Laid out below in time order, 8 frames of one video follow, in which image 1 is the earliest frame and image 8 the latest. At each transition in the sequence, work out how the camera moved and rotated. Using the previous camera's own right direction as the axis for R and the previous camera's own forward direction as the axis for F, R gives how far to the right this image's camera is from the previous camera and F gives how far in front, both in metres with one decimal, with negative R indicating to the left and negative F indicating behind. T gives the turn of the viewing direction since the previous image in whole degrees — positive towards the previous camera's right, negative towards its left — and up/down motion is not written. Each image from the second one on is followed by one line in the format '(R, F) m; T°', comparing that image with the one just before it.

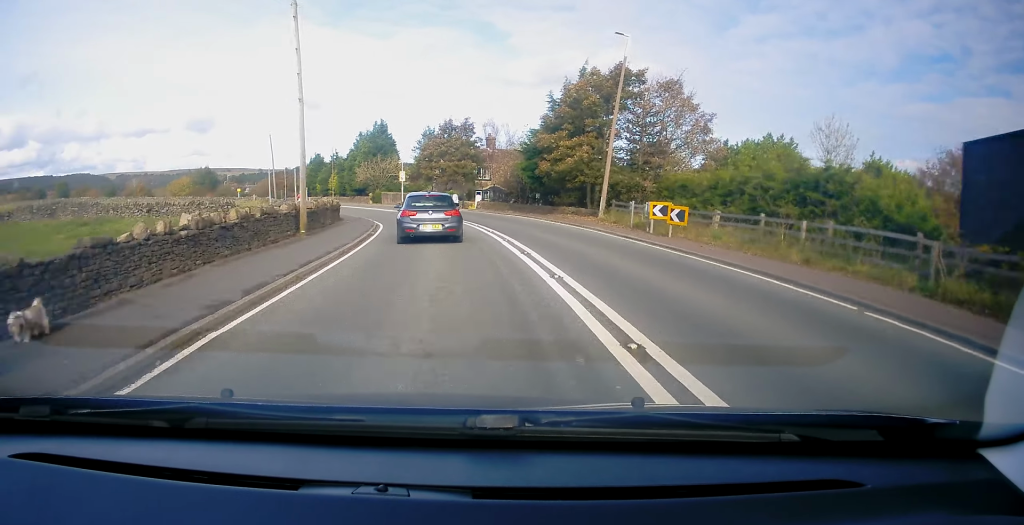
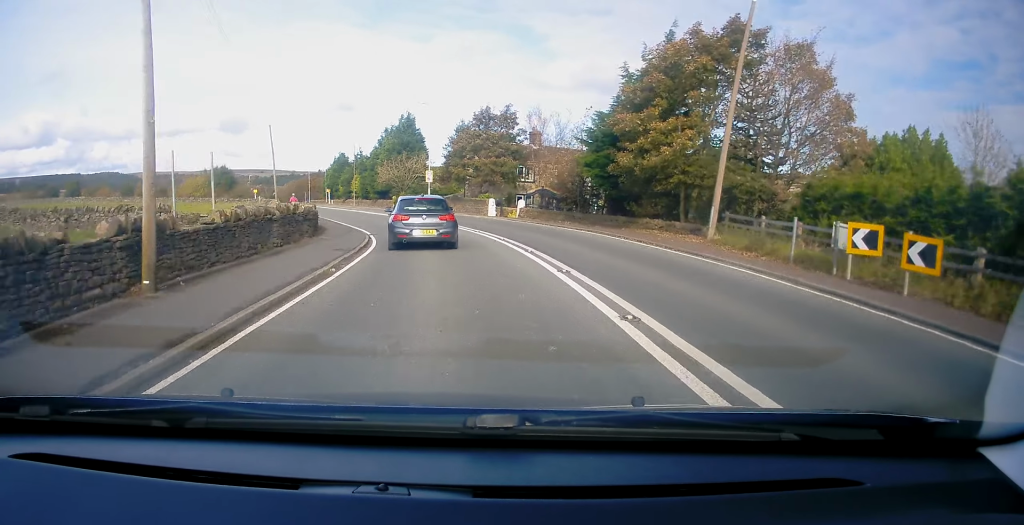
(-0.4, +10.7) m; -4°
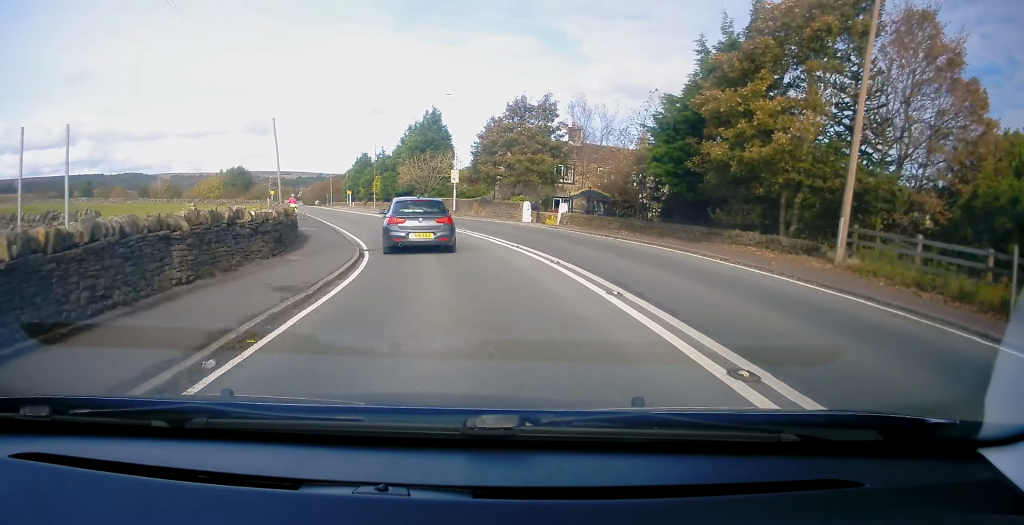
(0.0, +6.4) m; -3°
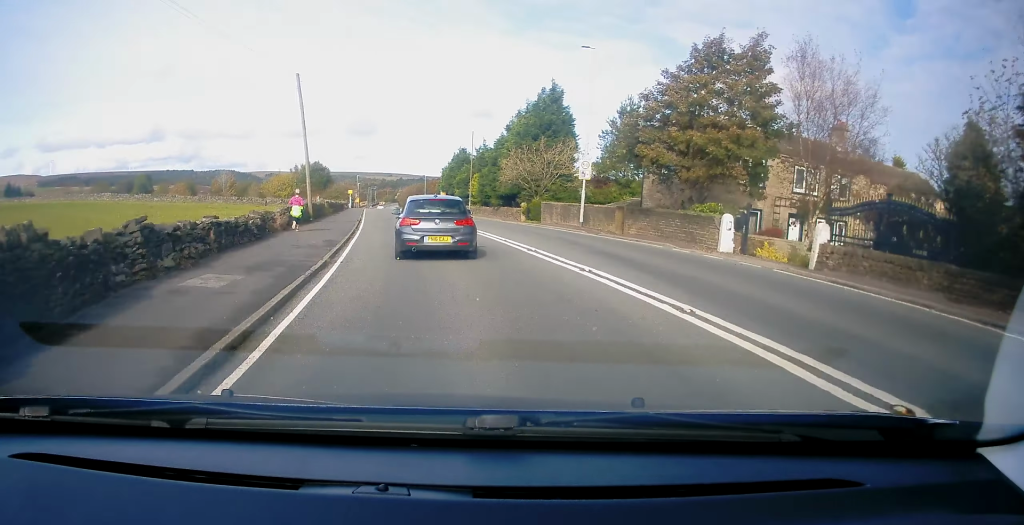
(-1.2, +17.1) m; -7°
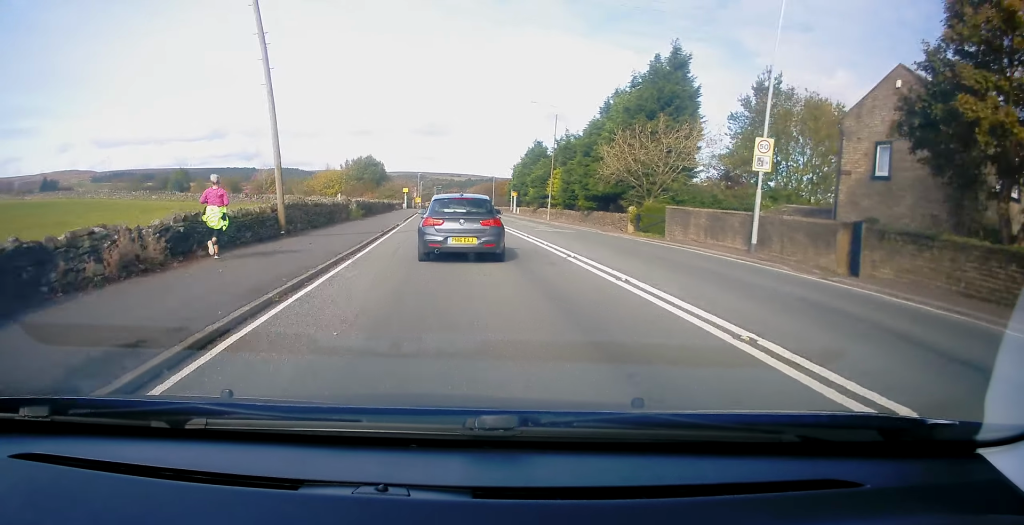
(-0.6, +13.4) m; -5°
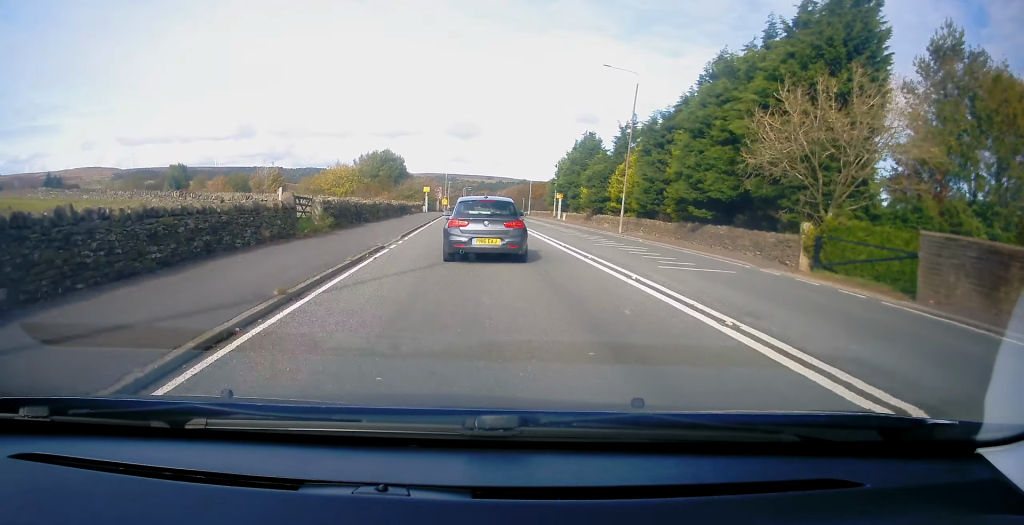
(-0.6, +15.3) m; -1°
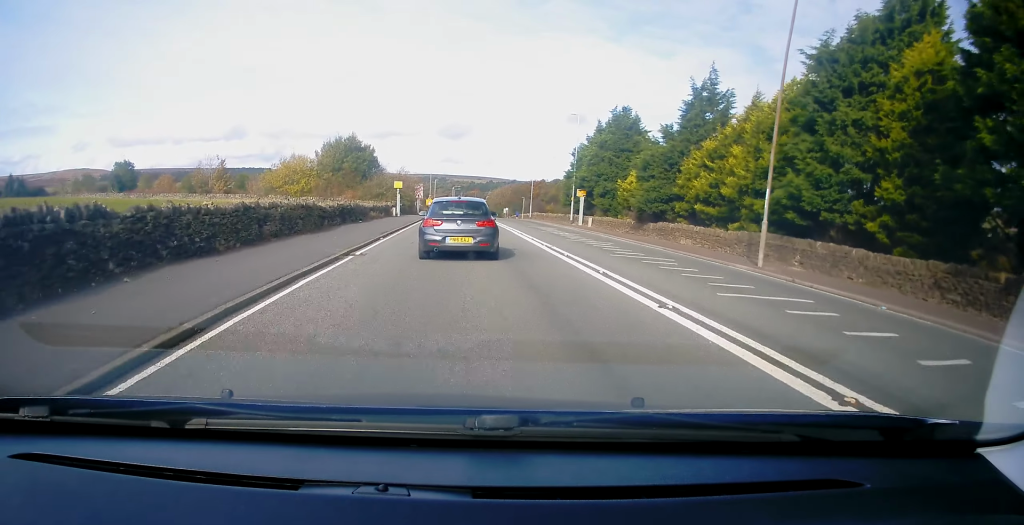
(+0.6, +19.9) m; +2°
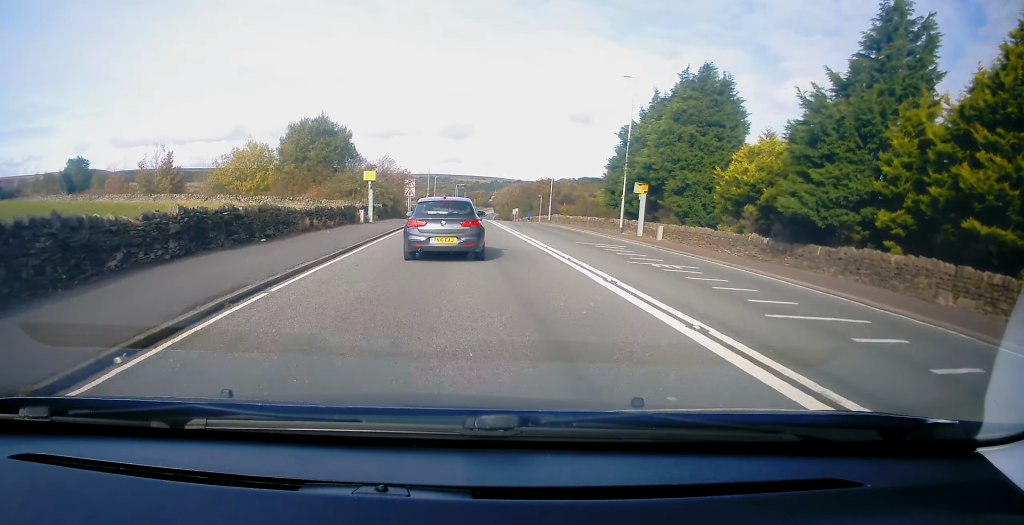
(-0.1, +17.2) m; 0°
